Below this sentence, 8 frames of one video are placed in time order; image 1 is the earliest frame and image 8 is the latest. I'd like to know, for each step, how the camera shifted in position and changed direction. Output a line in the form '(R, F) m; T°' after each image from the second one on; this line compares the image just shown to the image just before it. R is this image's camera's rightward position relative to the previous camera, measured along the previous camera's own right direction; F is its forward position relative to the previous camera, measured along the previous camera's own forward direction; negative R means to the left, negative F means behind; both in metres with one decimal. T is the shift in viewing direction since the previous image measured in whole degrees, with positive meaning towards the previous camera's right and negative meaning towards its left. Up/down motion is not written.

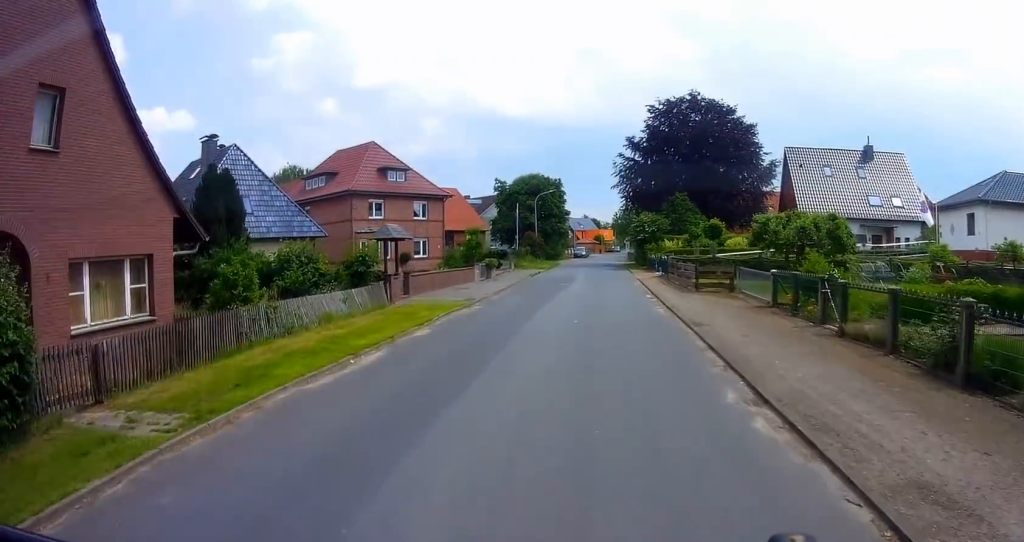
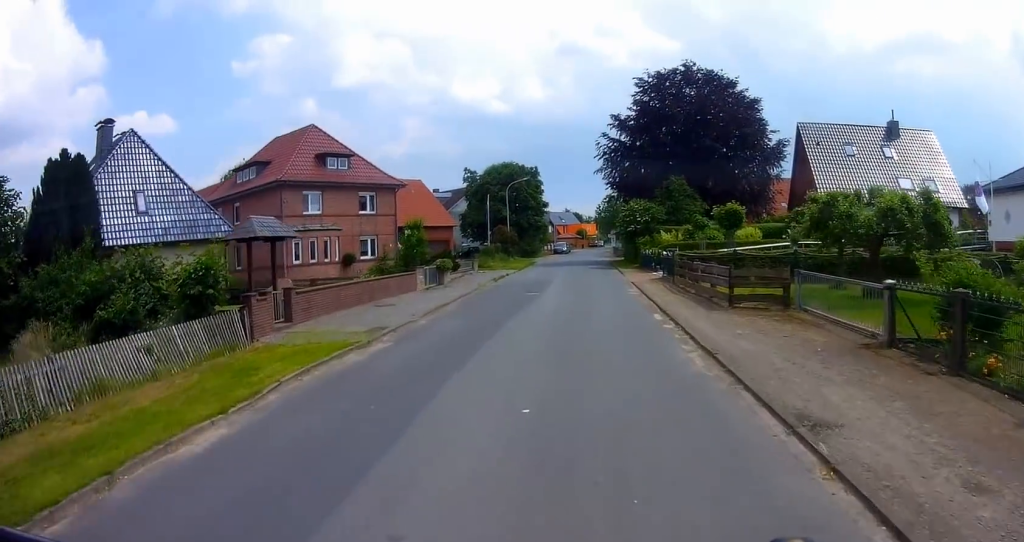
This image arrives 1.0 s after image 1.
(-0.1, +8.2) m; -2°
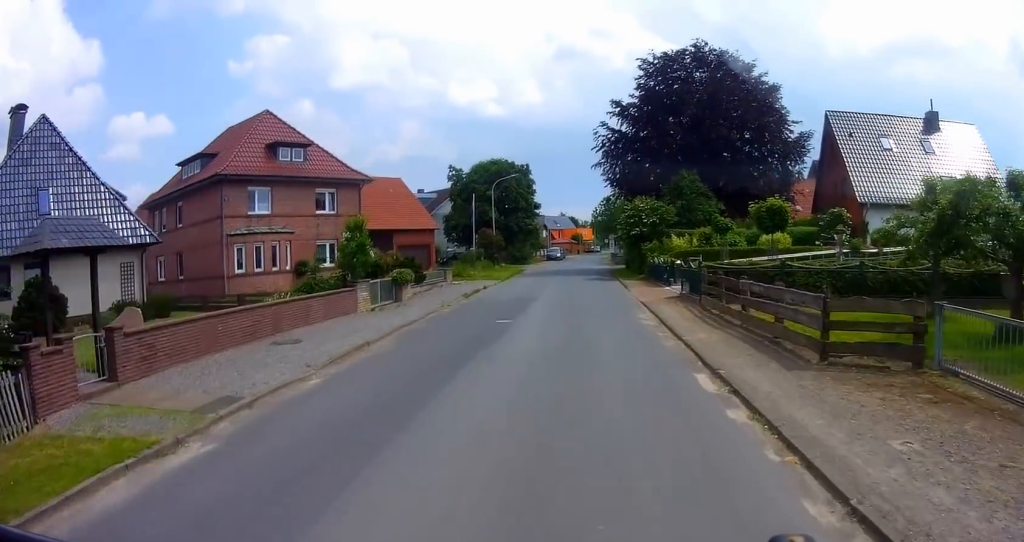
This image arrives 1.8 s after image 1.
(-0.2, +6.6) m; 0°
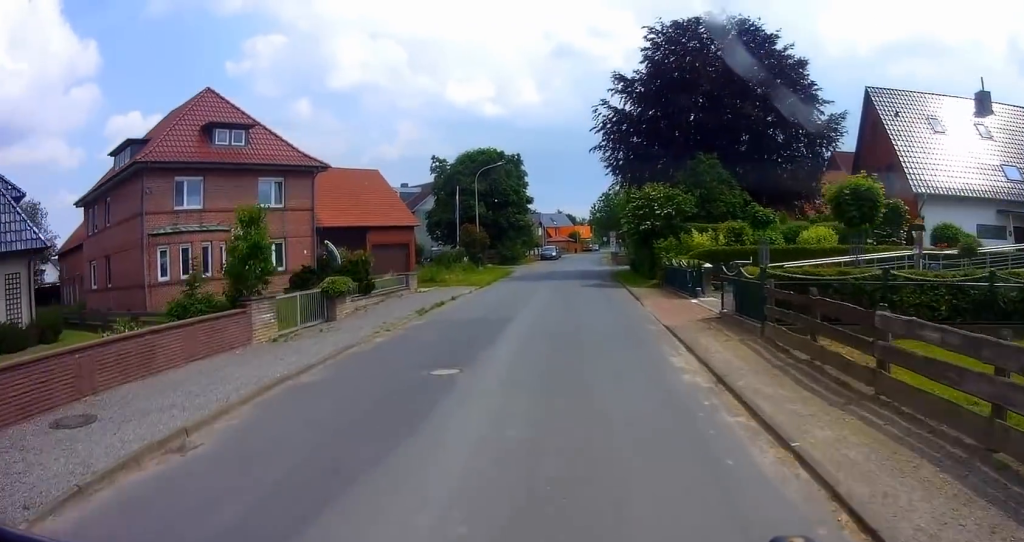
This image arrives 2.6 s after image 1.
(+0.2, +6.7) m; +5°
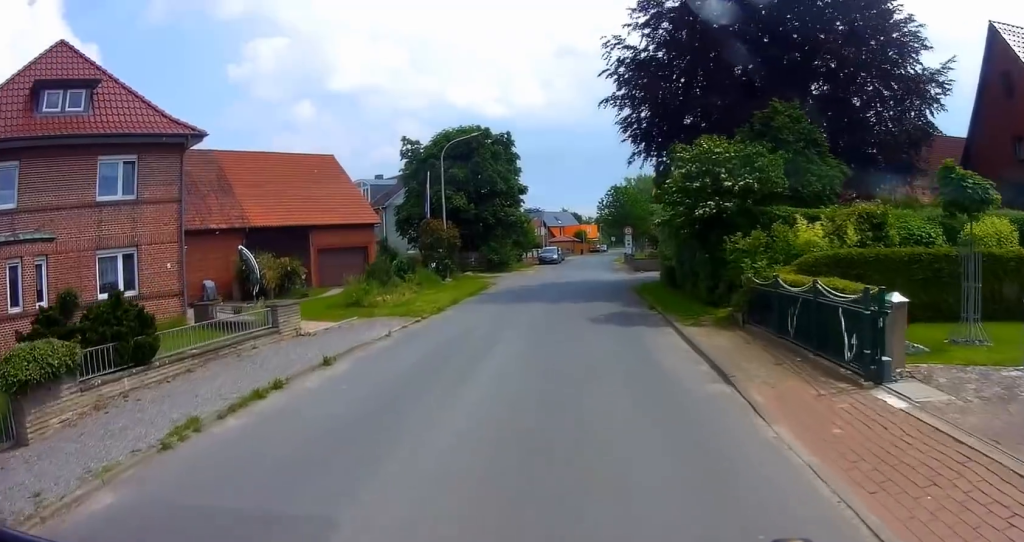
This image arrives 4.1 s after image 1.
(+0.7, +12.4) m; -1°
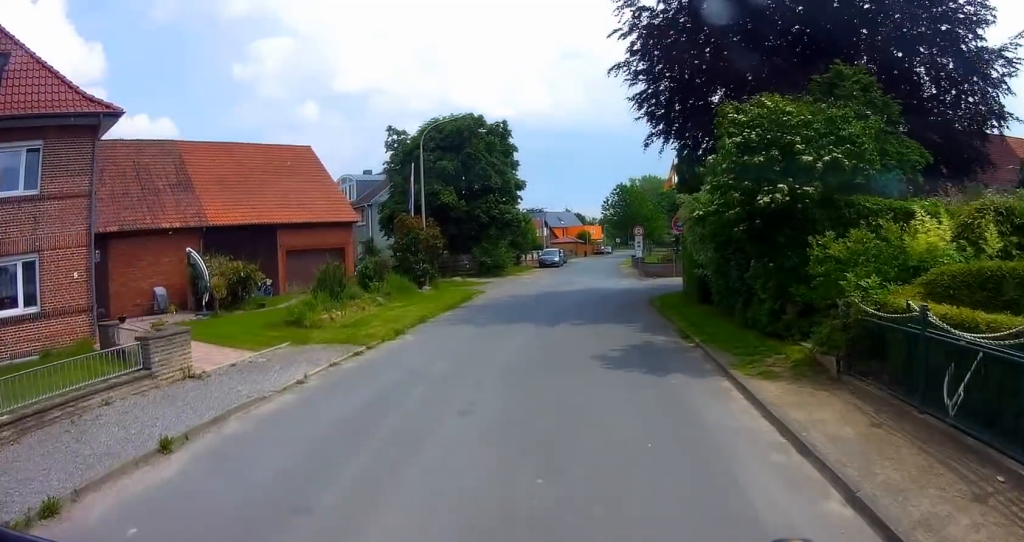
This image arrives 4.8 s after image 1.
(-0.6, +5.3) m; -2°
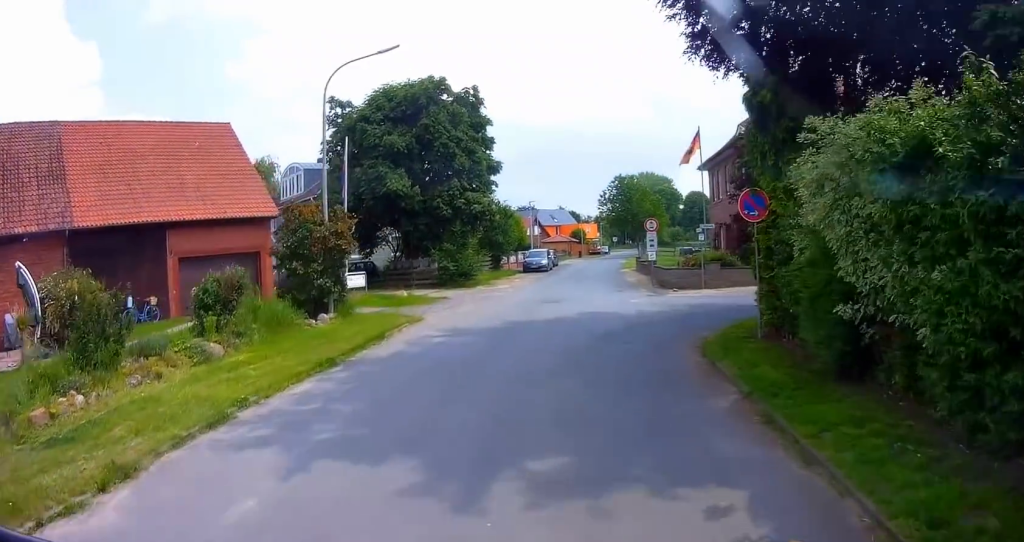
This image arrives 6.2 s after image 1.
(+0.8, +10.9) m; +6°
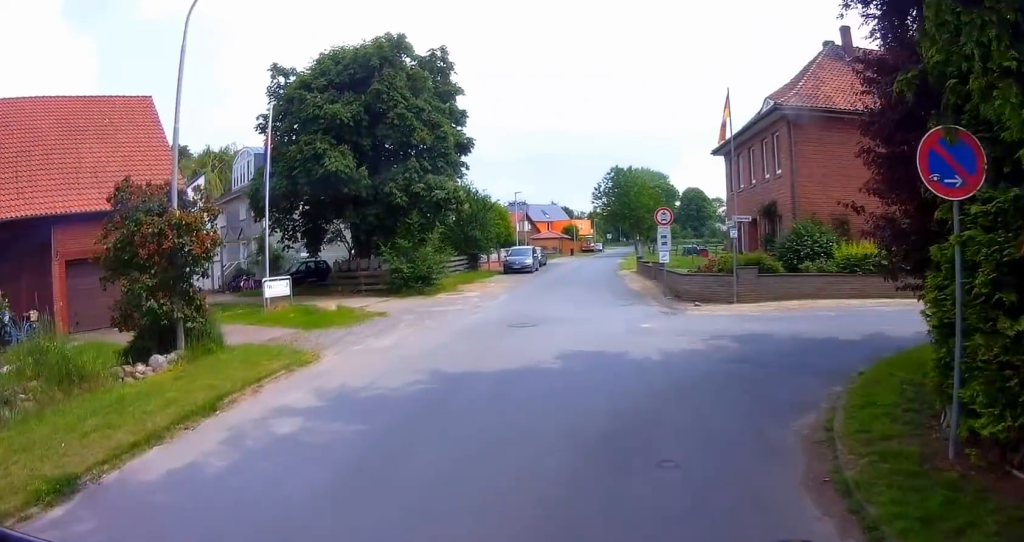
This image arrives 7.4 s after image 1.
(-0.1, +8.3) m; -3°
